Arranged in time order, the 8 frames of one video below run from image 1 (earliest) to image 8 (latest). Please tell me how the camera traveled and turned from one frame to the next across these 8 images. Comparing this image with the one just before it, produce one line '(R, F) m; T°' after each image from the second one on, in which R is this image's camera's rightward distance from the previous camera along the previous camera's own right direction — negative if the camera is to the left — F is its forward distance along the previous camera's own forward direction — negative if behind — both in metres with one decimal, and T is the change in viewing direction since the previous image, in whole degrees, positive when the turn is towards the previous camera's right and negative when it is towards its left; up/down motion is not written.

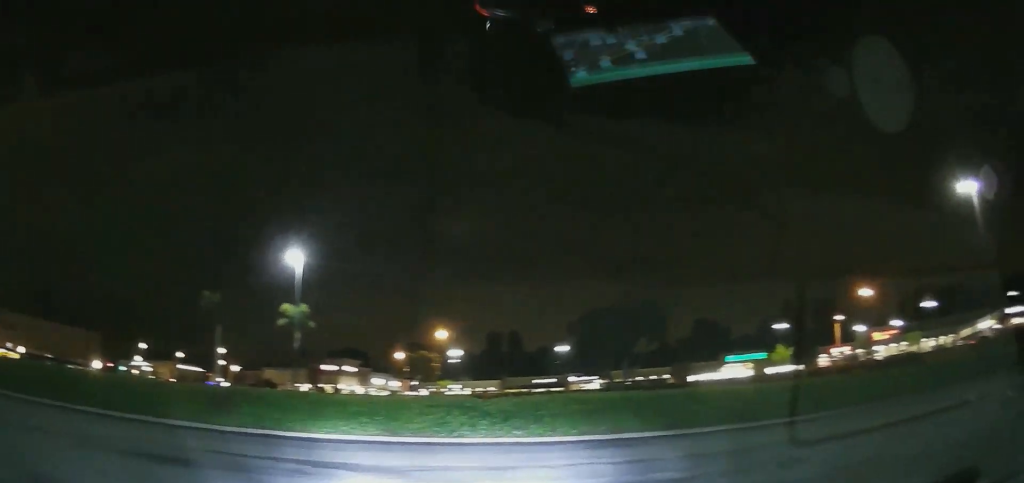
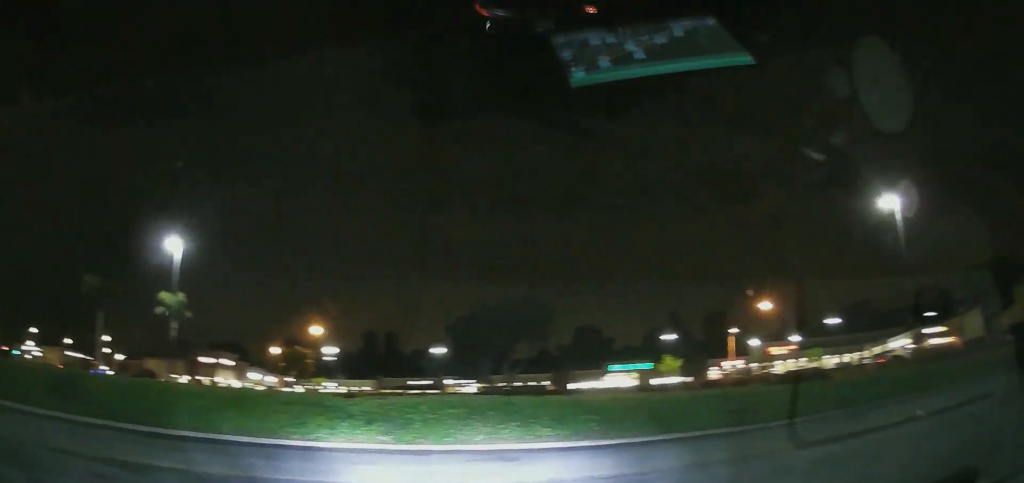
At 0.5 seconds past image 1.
(-0.2, +2.3) m; +6°
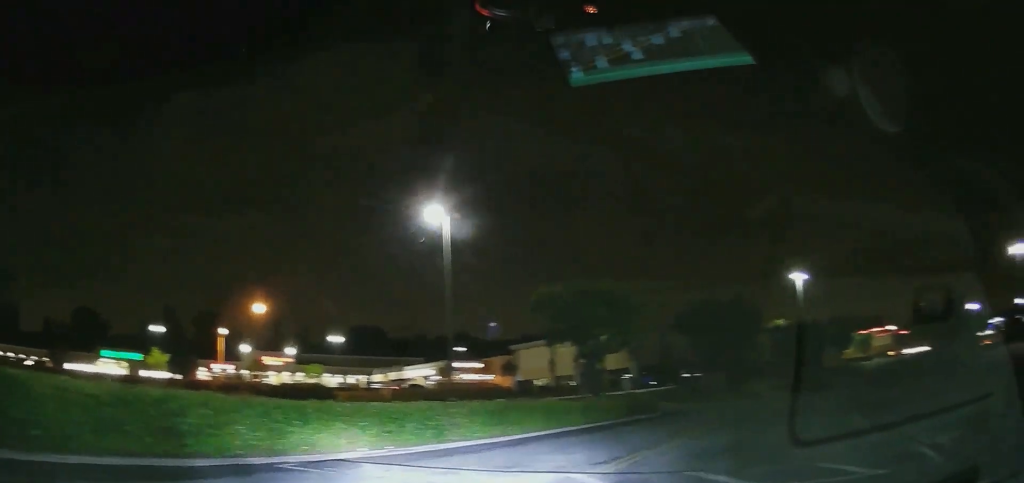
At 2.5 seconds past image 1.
(+3.9, +5.5) m; +75°
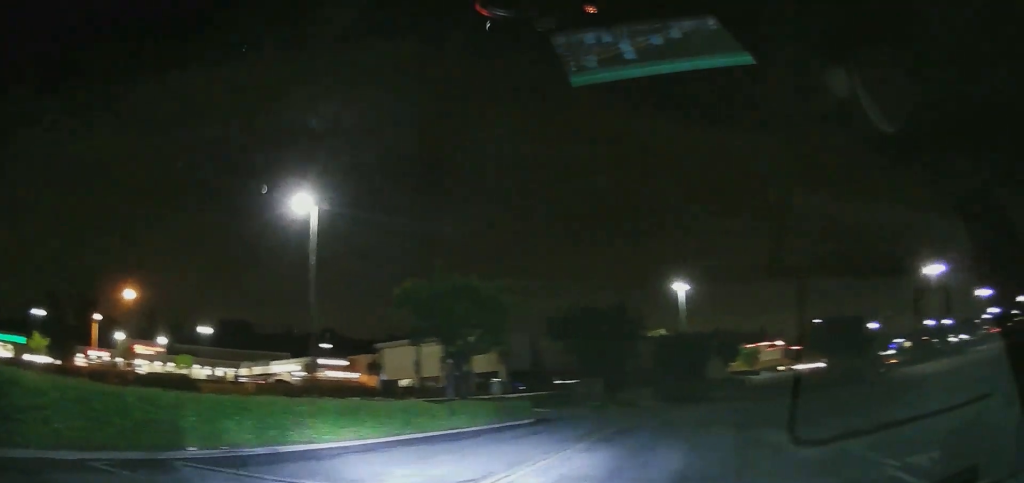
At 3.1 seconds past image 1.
(+0.6, +1.6) m; 0°
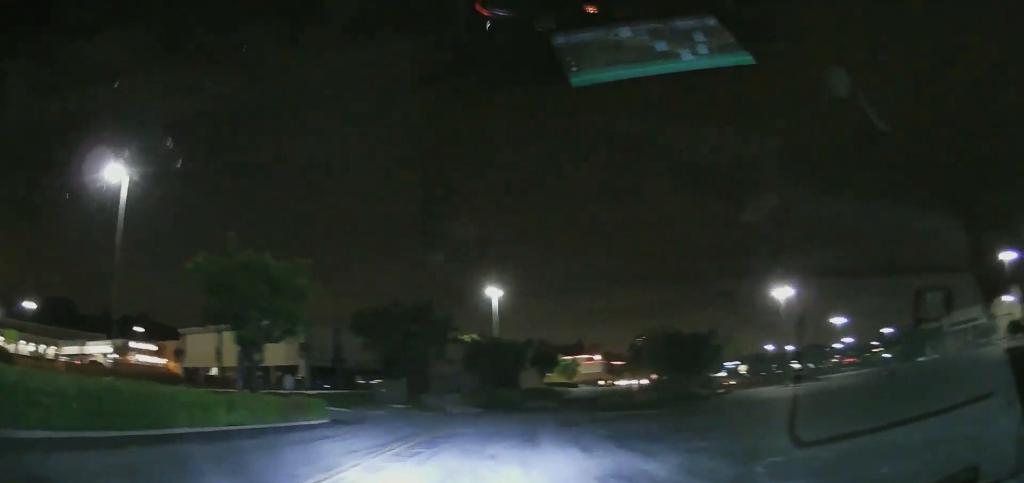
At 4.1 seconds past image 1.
(-0.2, +2.8) m; 0°
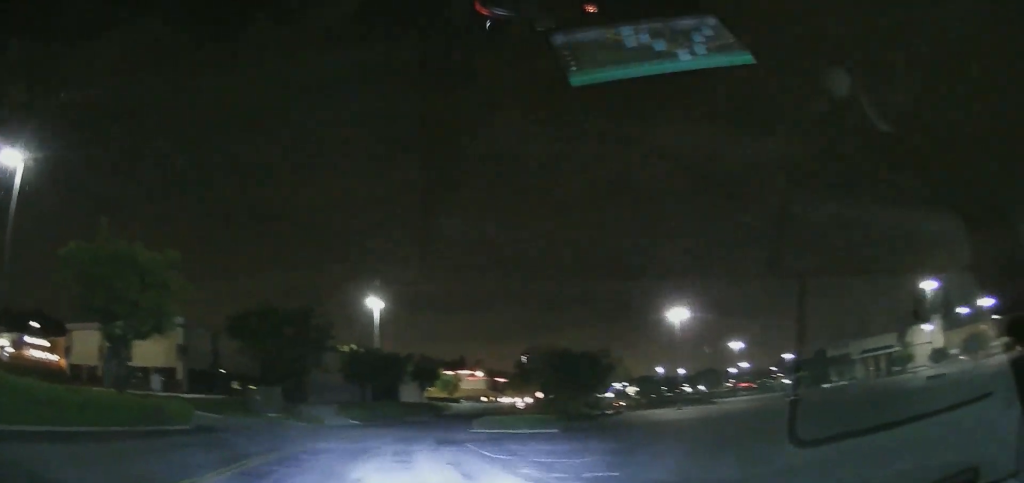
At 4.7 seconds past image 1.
(-0.2, +1.8) m; +7°
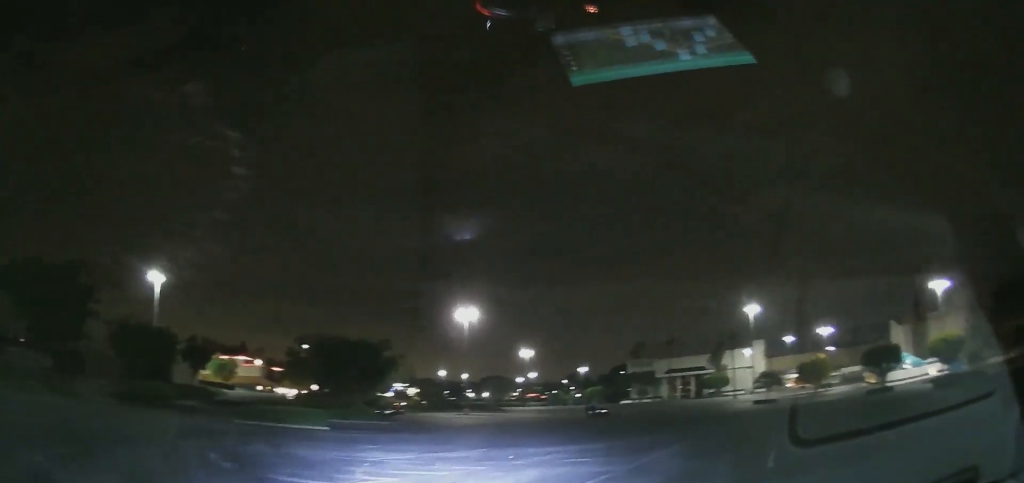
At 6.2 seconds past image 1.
(+1.9, +4.3) m; +40°
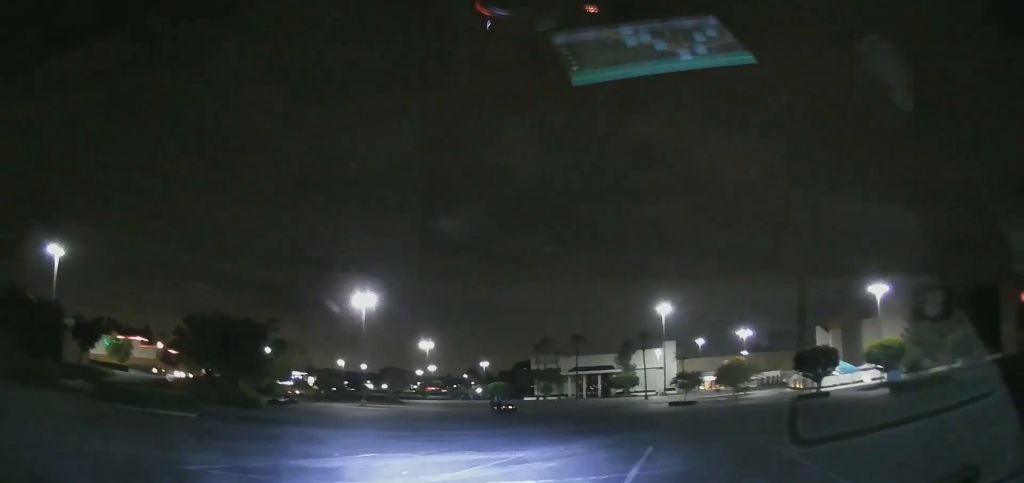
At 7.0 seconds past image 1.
(+0.6, +3.8) m; +8°
